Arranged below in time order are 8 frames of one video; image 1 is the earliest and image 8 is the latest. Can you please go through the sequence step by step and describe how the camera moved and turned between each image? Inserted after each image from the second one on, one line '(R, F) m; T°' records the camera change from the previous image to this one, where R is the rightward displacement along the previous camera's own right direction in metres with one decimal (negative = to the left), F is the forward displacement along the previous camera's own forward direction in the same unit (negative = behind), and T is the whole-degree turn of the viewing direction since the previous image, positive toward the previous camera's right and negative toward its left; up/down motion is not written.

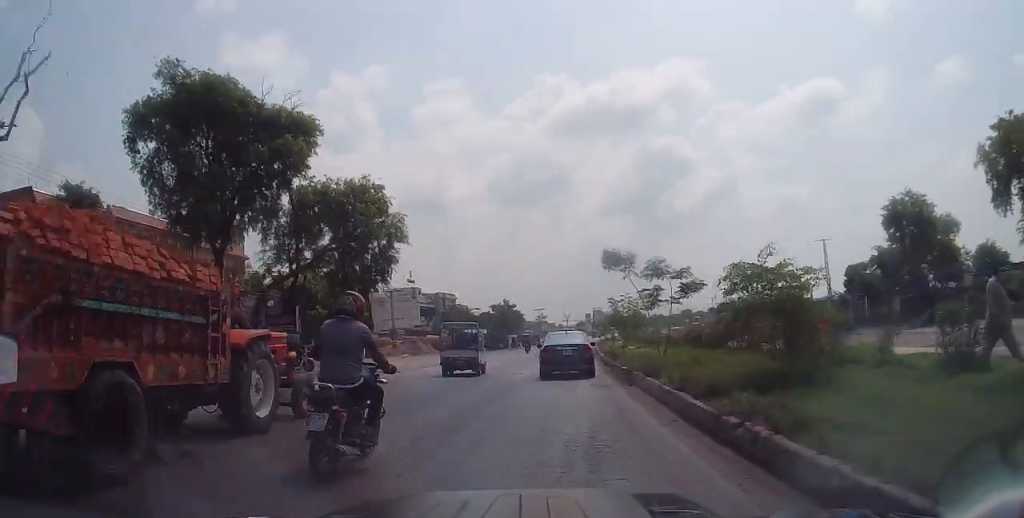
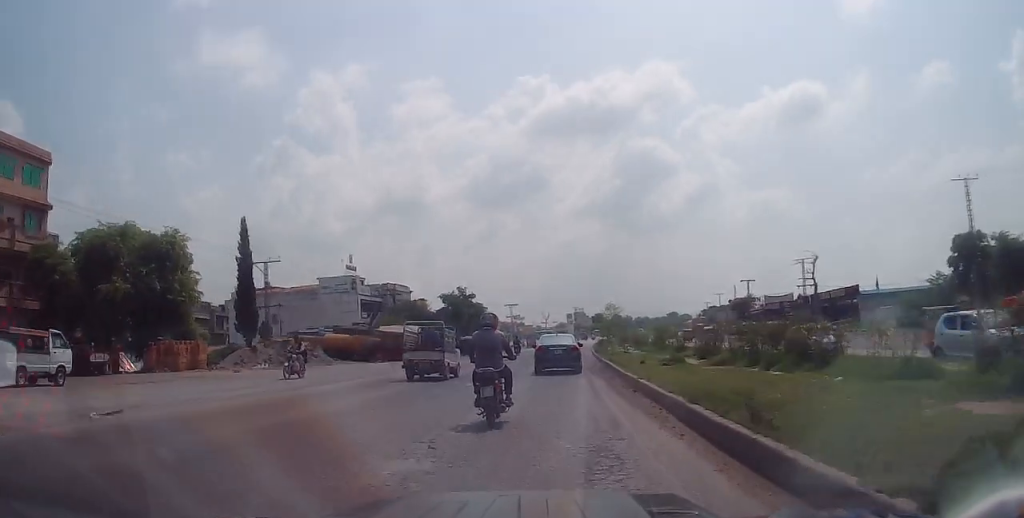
(+1.1, +27.3) m; +4°
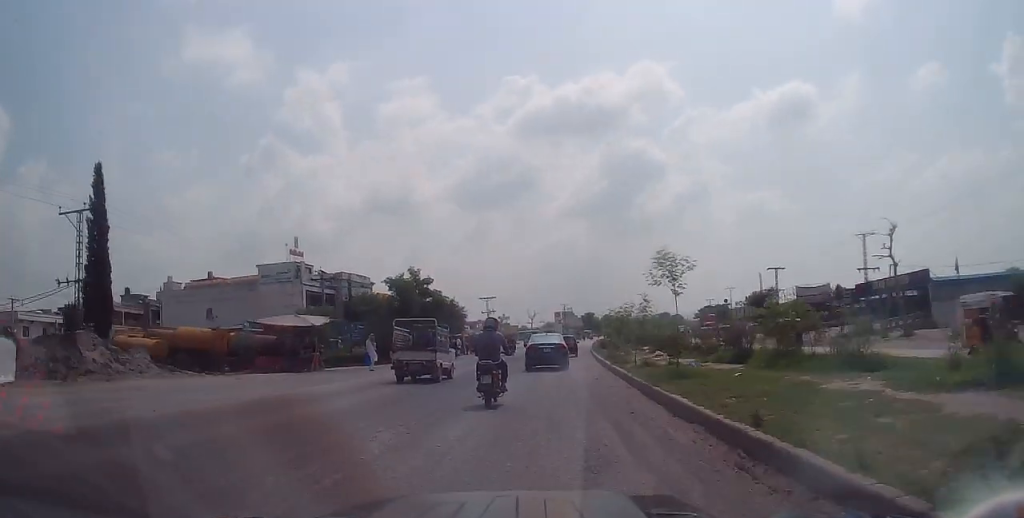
(+0.2, +18.5) m; +2°
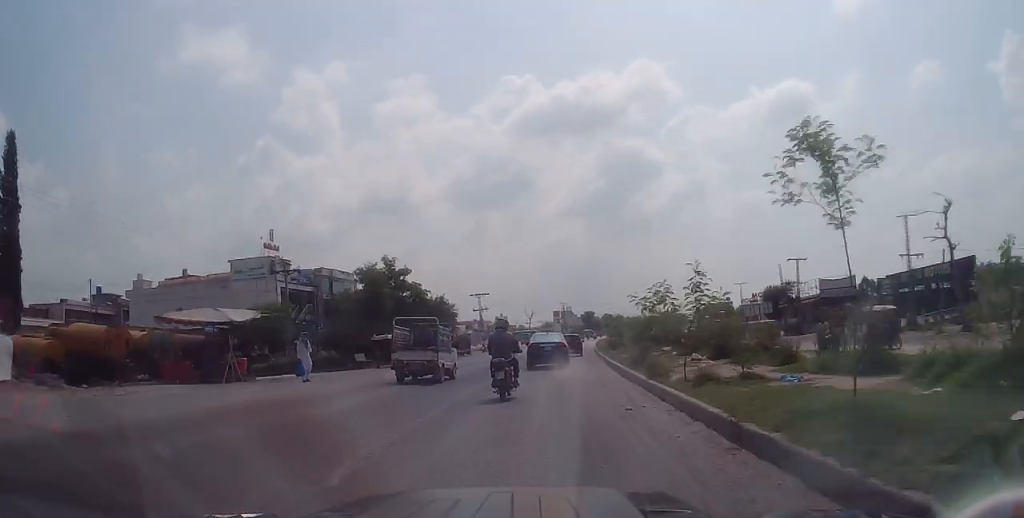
(0.0, +7.9) m; 0°
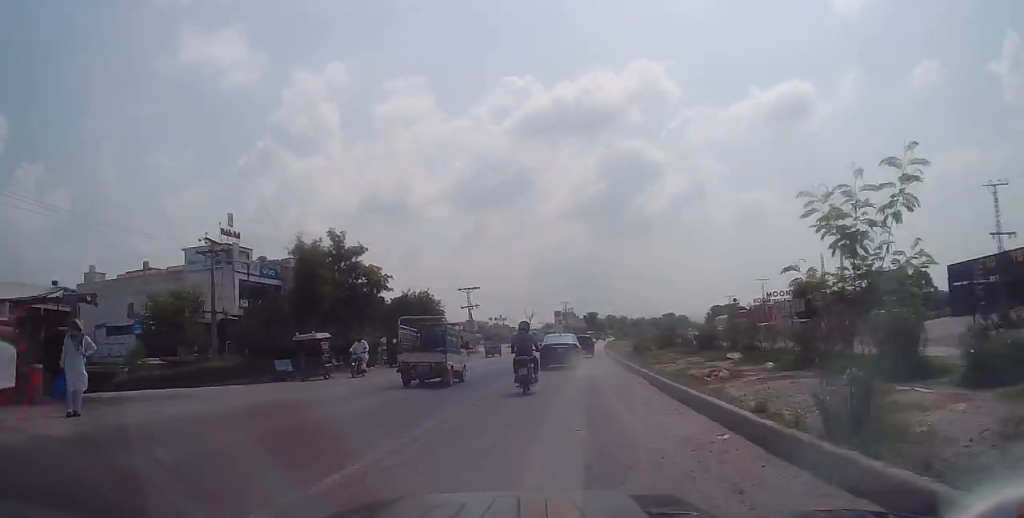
(0.0, +11.6) m; 0°
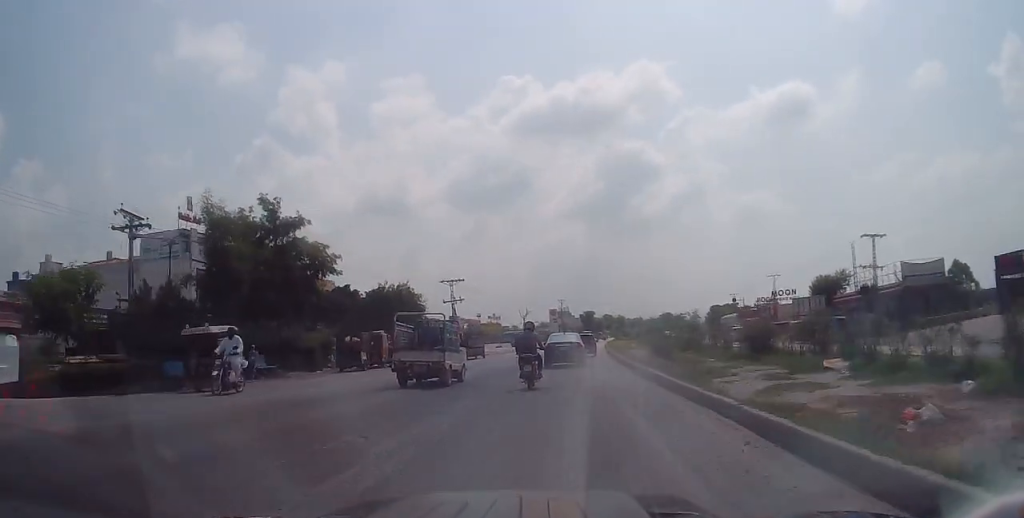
(+0.1, +7.9) m; 0°
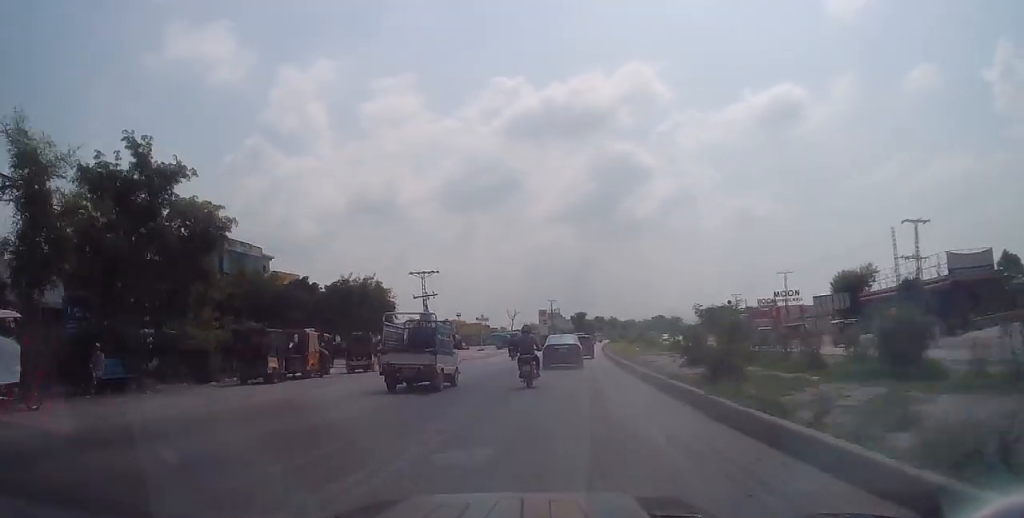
(0.0, +8.8) m; +1°
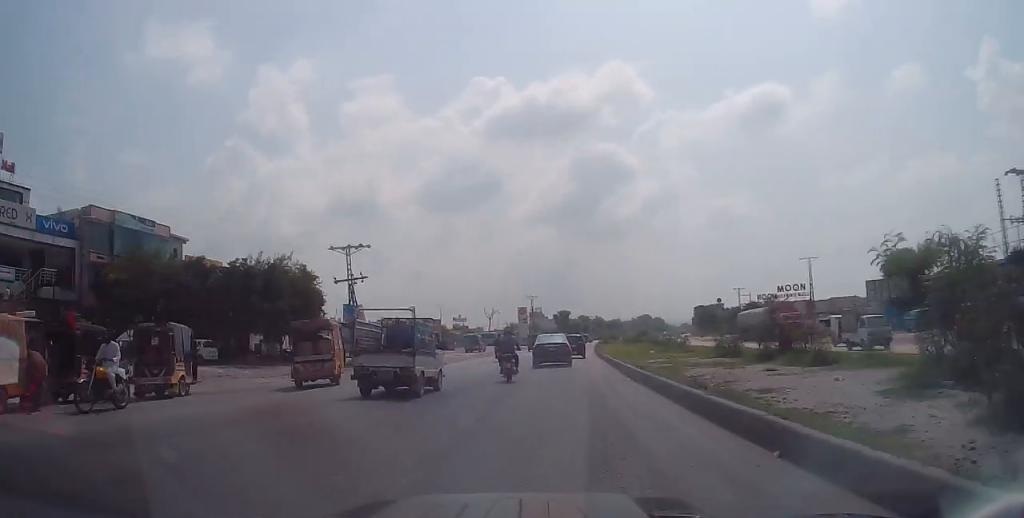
(+0.2, +15.0) m; +1°
